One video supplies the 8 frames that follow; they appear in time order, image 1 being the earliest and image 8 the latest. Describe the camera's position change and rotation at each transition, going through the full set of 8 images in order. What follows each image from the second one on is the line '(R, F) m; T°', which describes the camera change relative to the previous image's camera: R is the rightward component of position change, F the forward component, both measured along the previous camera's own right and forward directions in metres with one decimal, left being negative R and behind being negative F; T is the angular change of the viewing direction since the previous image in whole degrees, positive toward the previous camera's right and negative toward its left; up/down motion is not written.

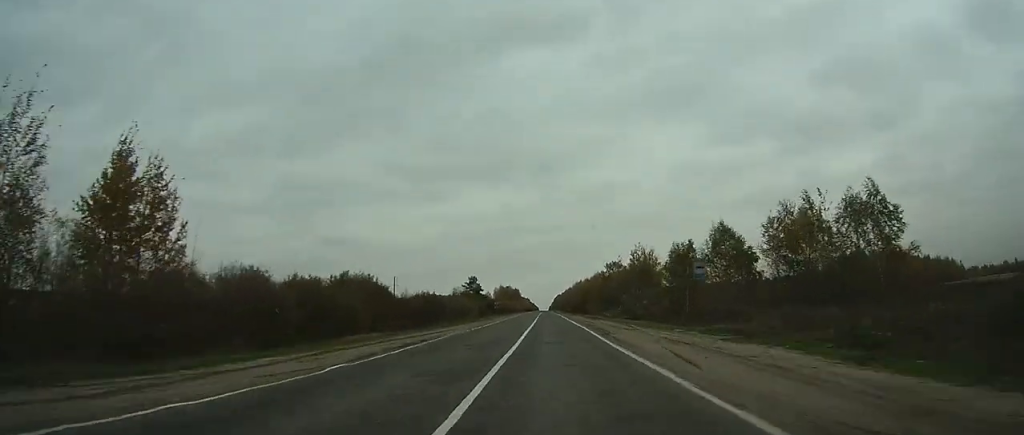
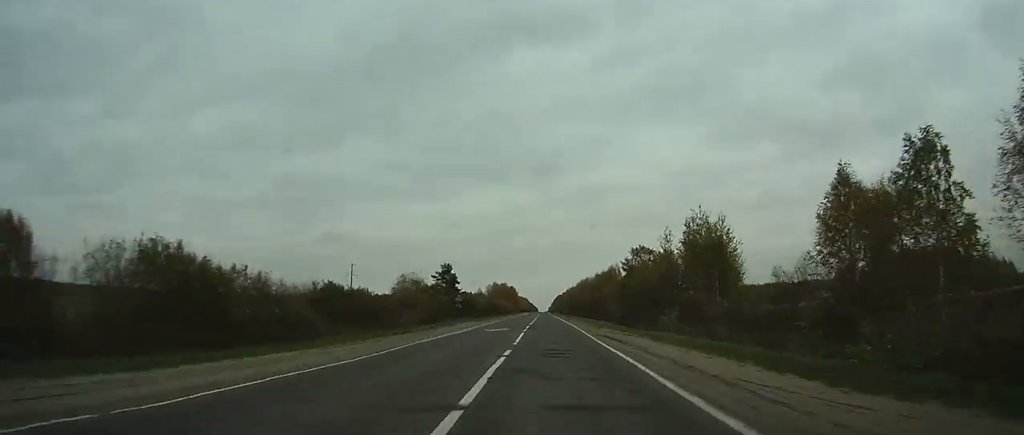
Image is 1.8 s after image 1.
(0.0, +50.2) m; 0°
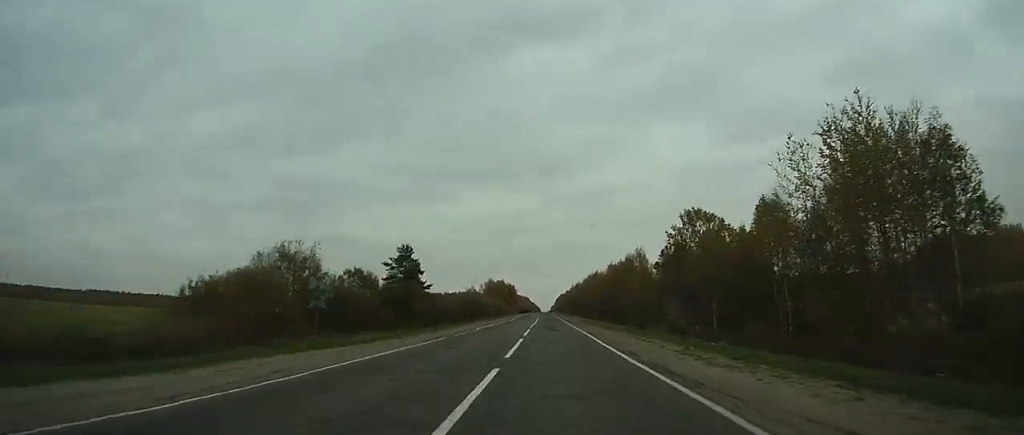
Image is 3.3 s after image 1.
(-0.1, +41.1) m; 0°
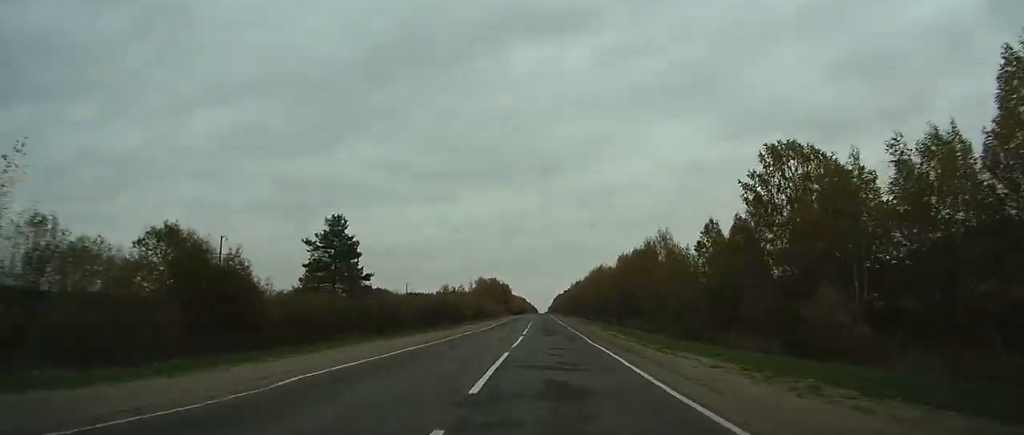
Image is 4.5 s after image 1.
(0.0, +29.7) m; 0°
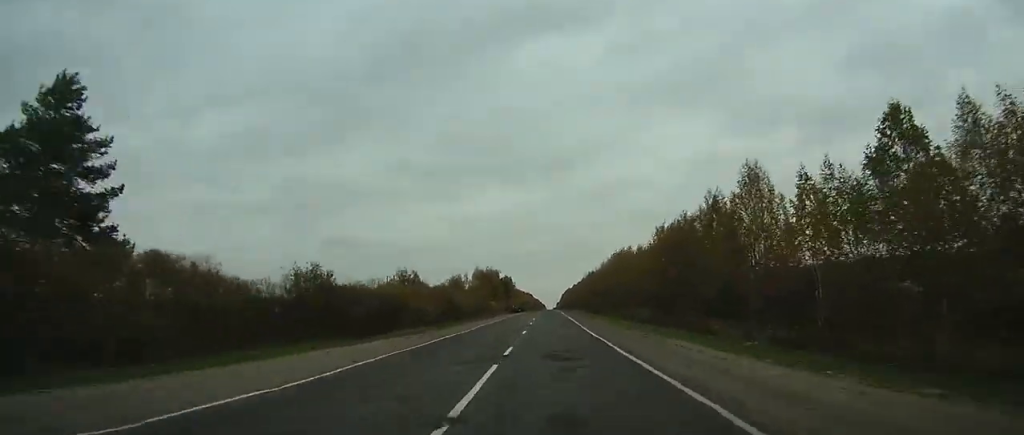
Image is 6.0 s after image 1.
(0.0, +39.3) m; 0°
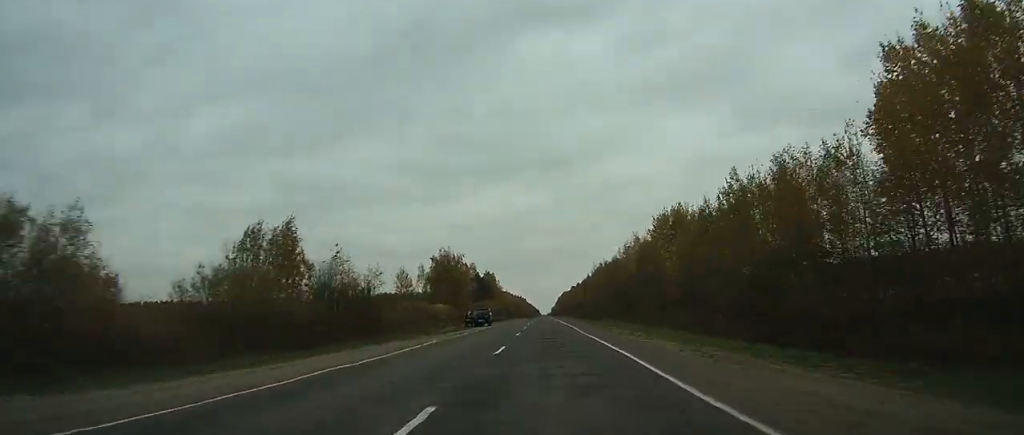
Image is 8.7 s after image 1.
(-0.2, +71.6) m; 0°
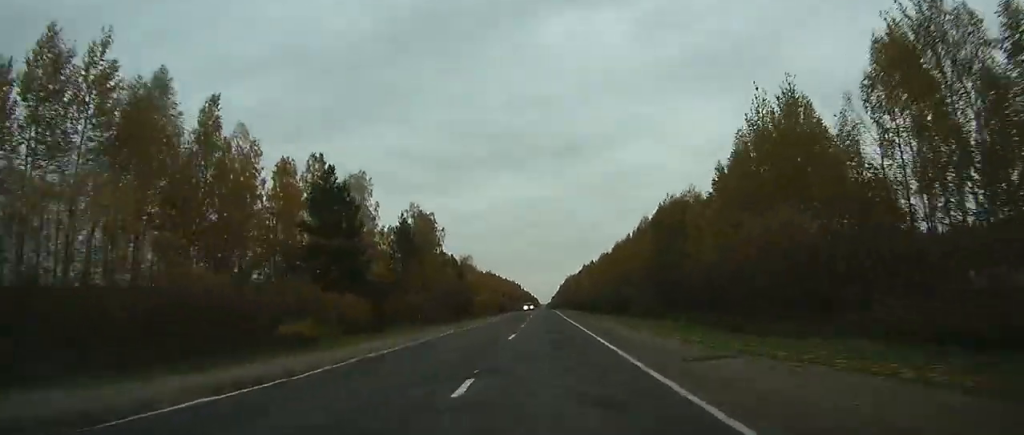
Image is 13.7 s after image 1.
(+0.3, +135.3) m; 0°
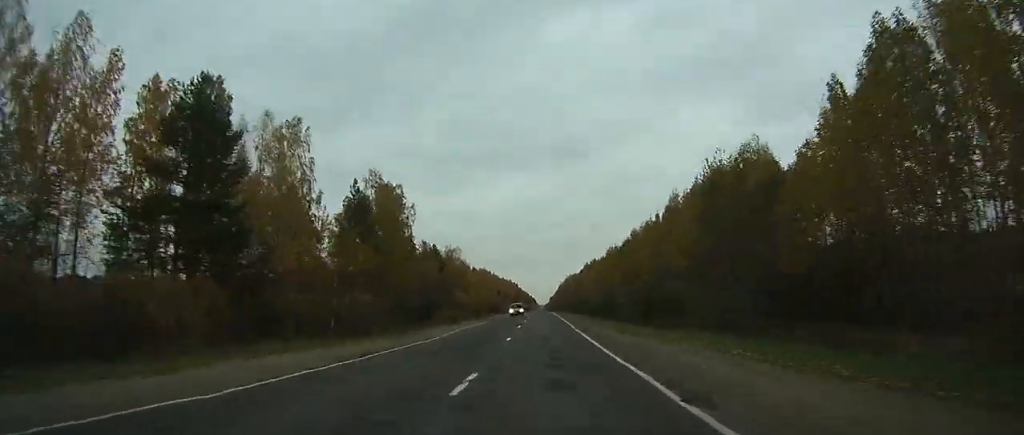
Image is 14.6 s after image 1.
(-0.1, +24.4) m; 0°
